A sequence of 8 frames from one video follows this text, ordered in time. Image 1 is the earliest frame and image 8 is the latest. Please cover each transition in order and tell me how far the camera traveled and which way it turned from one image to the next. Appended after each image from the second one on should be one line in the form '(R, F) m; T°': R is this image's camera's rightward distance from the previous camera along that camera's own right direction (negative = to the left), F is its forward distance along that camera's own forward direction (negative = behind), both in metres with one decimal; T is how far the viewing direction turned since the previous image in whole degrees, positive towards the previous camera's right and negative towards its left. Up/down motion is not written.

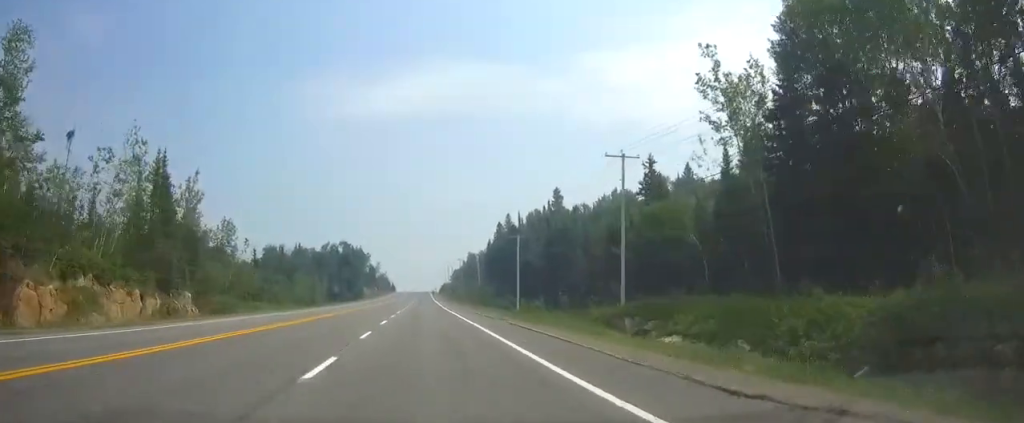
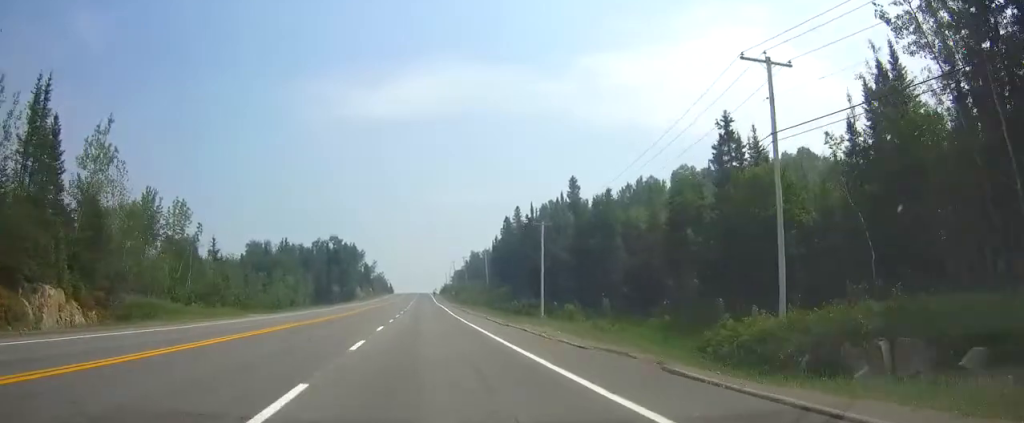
(0.0, +20.9) m; 0°
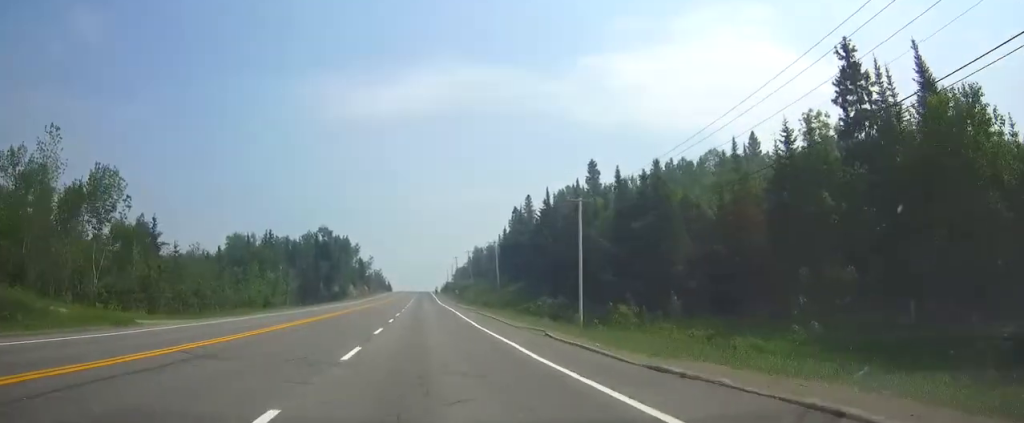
(0.0, +19.8) m; 0°
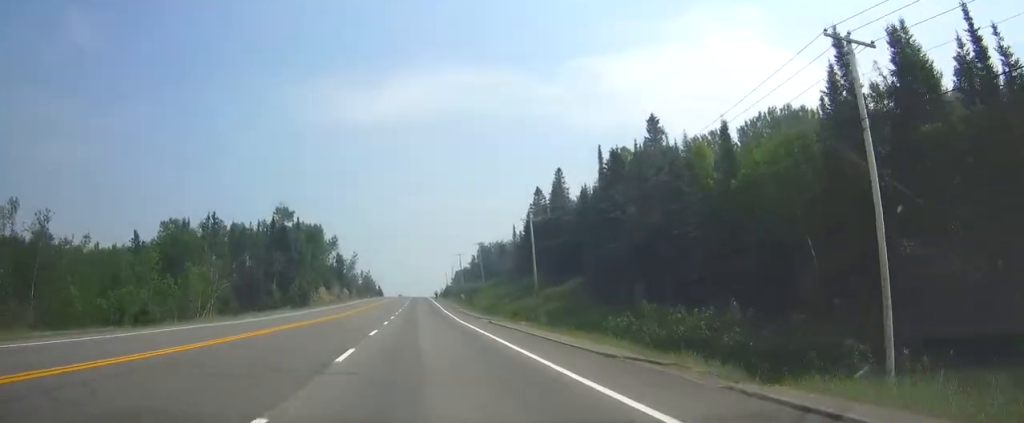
(0.0, +44.3) m; 0°
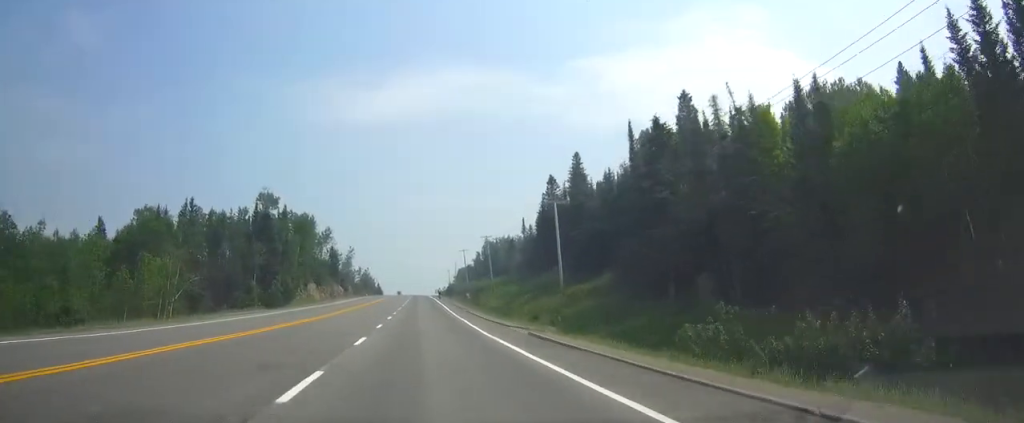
(0.0, +13.7) m; 0°
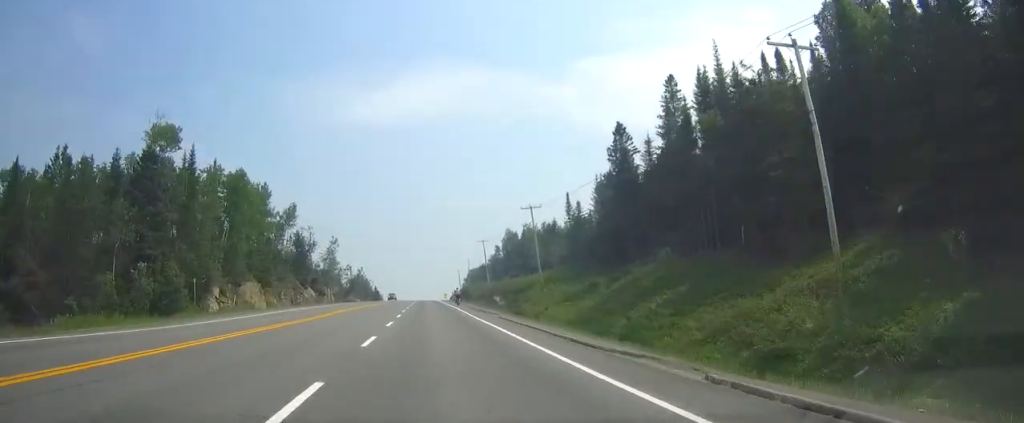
(0.0, +45.6) m; 0°
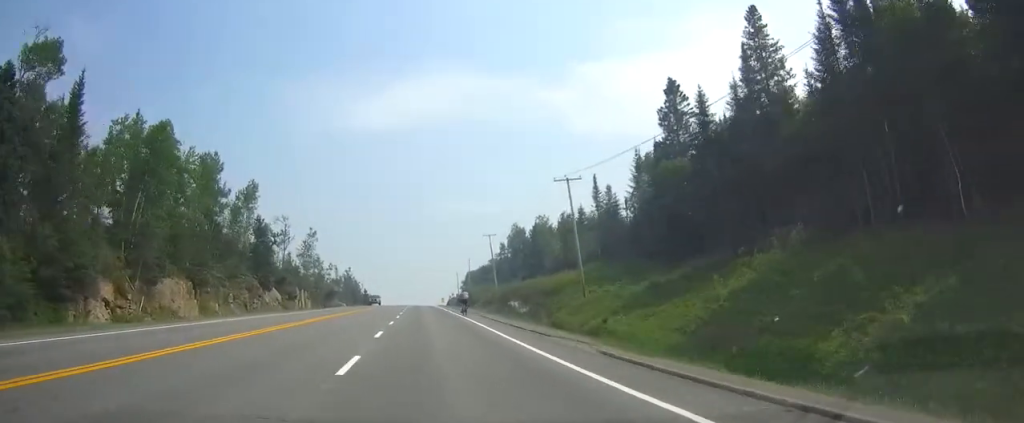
(0.0, +22.1) m; 0°
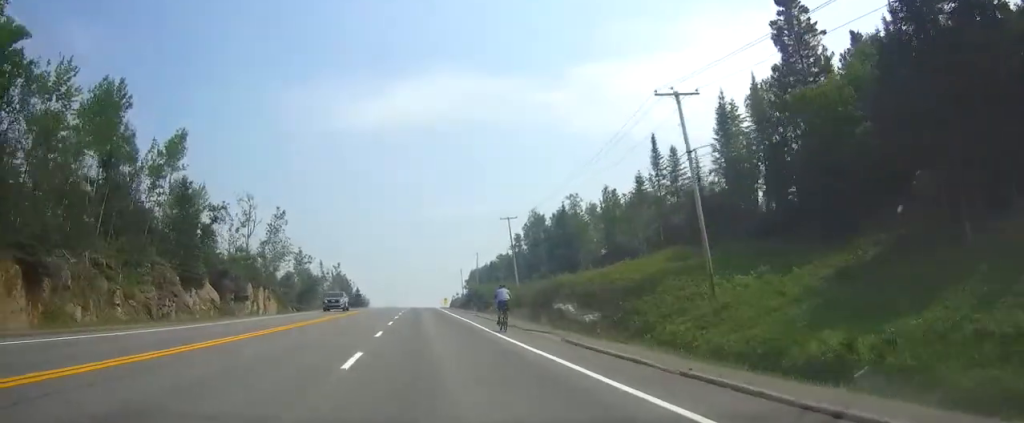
(0.0, +25.8) m; 0°
